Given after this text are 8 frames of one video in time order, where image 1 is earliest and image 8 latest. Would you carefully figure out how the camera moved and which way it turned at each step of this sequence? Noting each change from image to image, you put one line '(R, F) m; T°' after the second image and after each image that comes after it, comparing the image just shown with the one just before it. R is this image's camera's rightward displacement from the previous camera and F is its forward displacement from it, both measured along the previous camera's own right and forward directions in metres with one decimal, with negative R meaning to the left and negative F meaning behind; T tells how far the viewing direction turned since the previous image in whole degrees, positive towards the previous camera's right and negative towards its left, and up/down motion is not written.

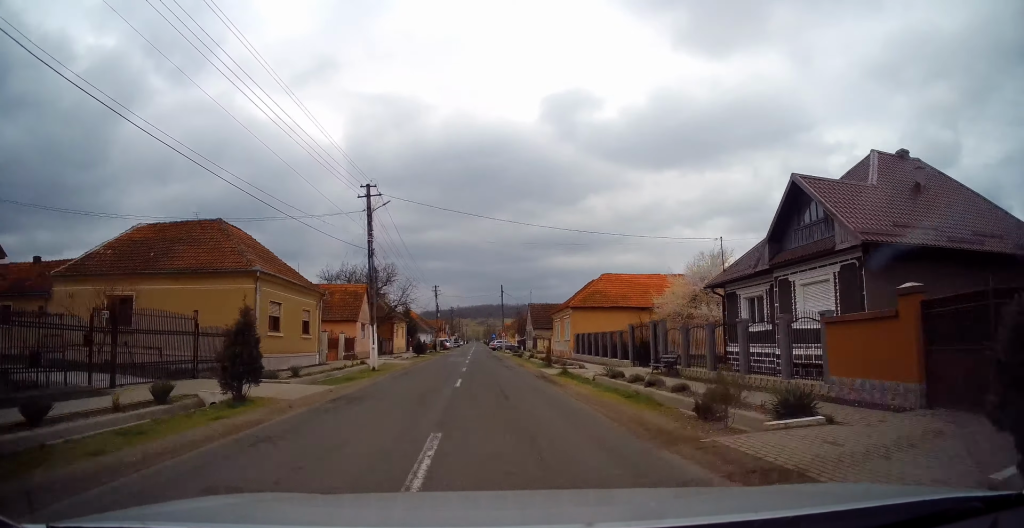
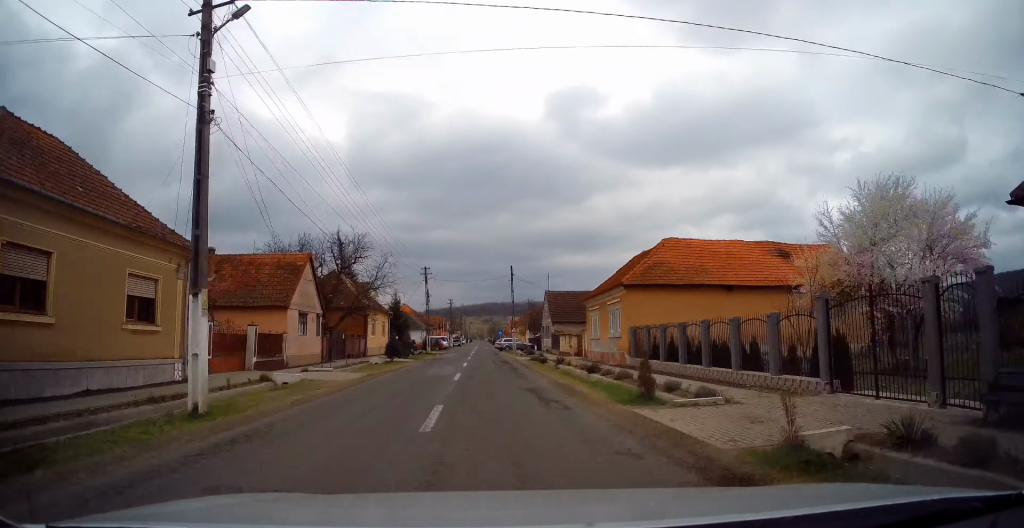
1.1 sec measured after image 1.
(-0.3, +15.2) m; -1°
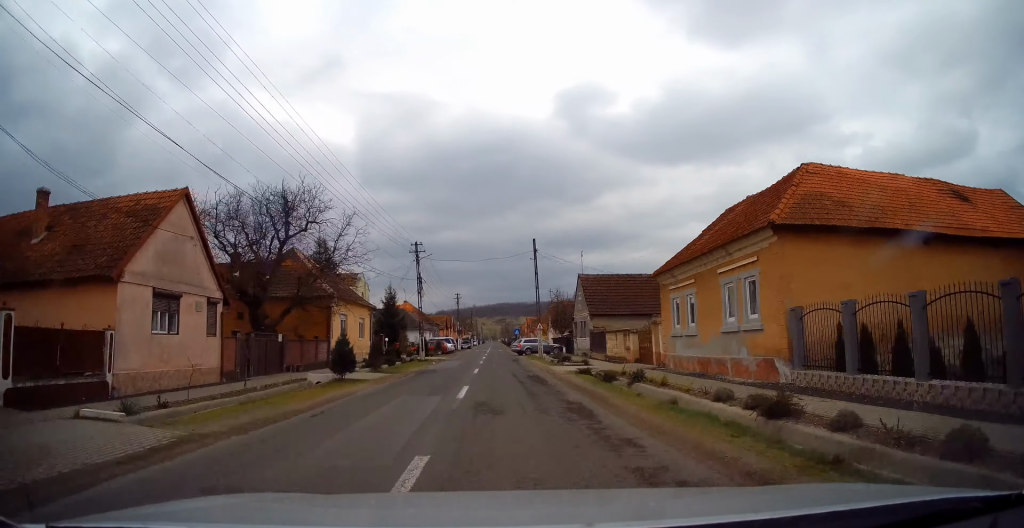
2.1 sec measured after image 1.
(0.0, +13.6) m; 0°
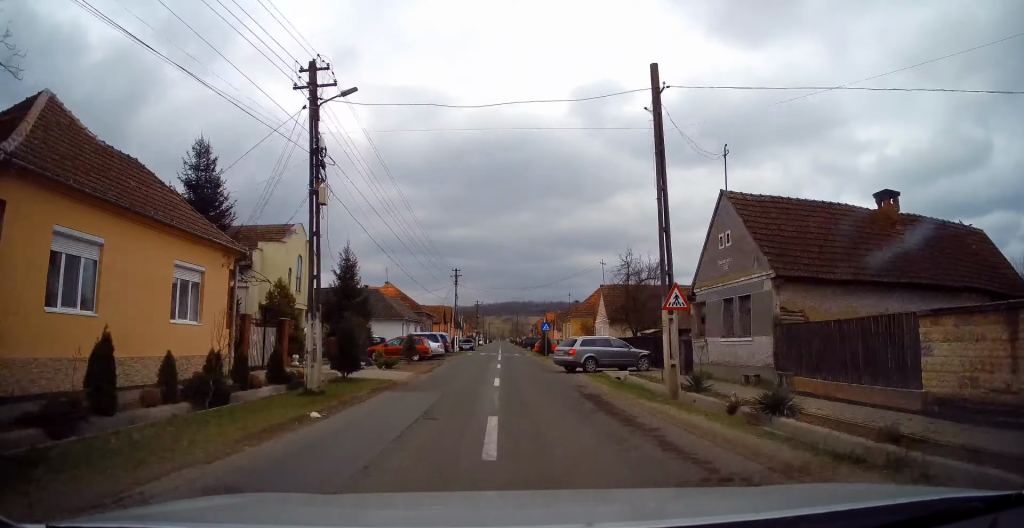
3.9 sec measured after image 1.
(-0.3, +24.3) m; -1°
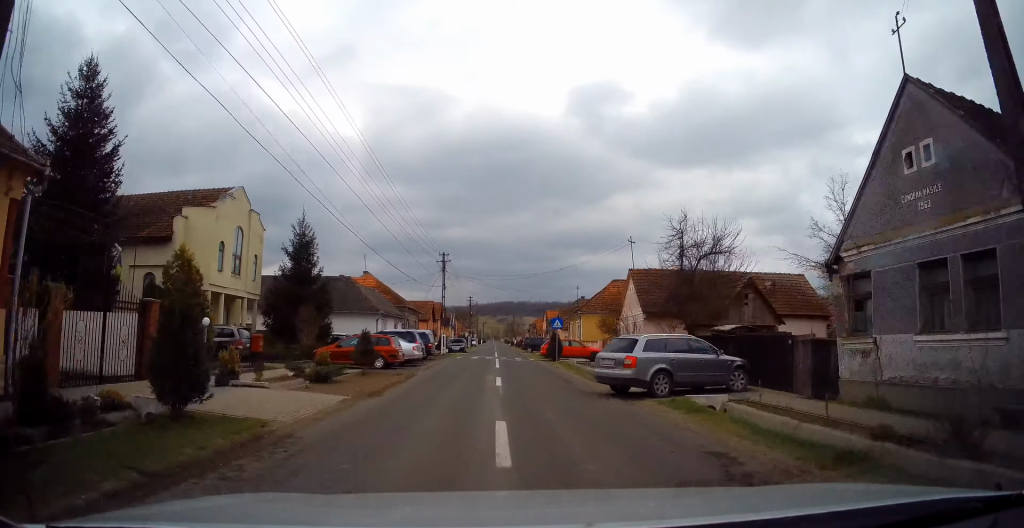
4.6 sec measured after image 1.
(-0.1, +9.5) m; +1°
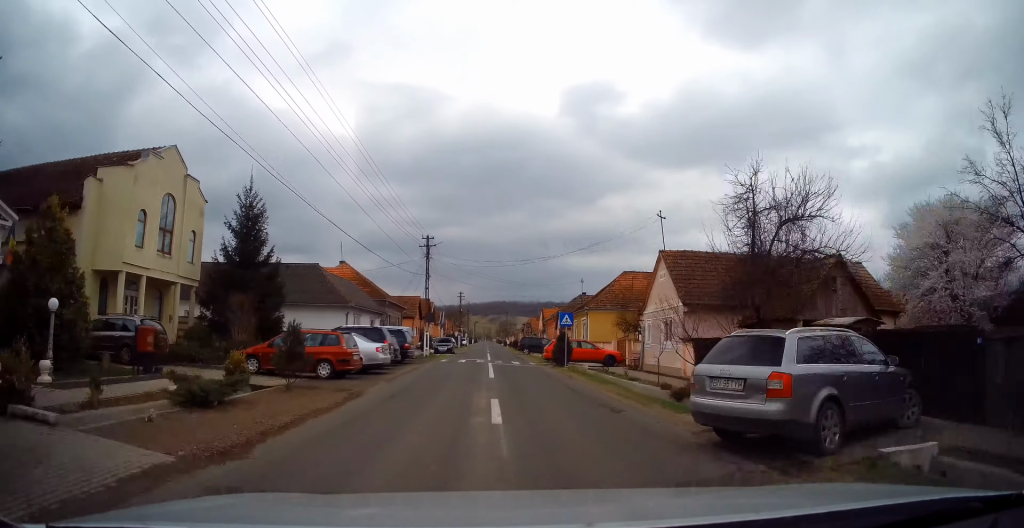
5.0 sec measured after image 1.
(+0.2, +6.9) m; +1°
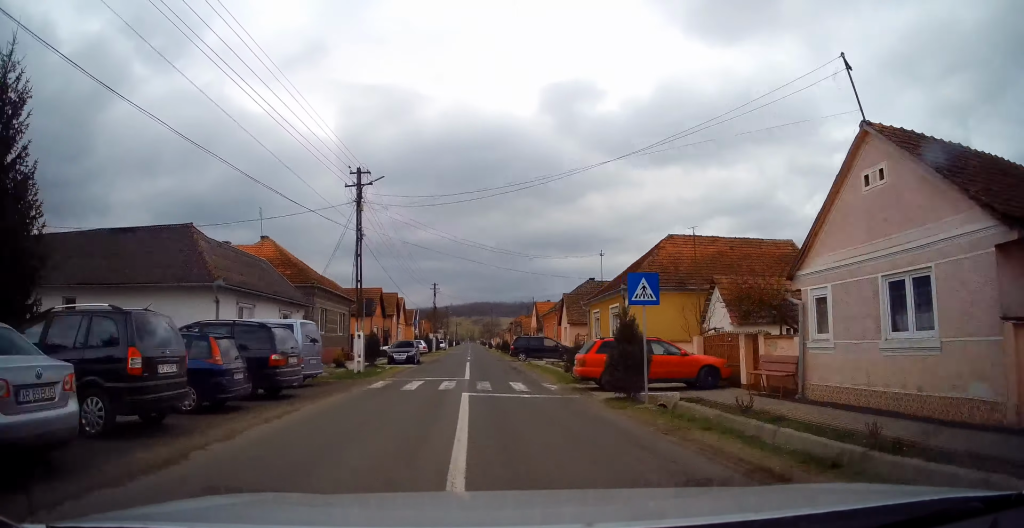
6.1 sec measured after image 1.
(+0.2, +15.6) m; +1°
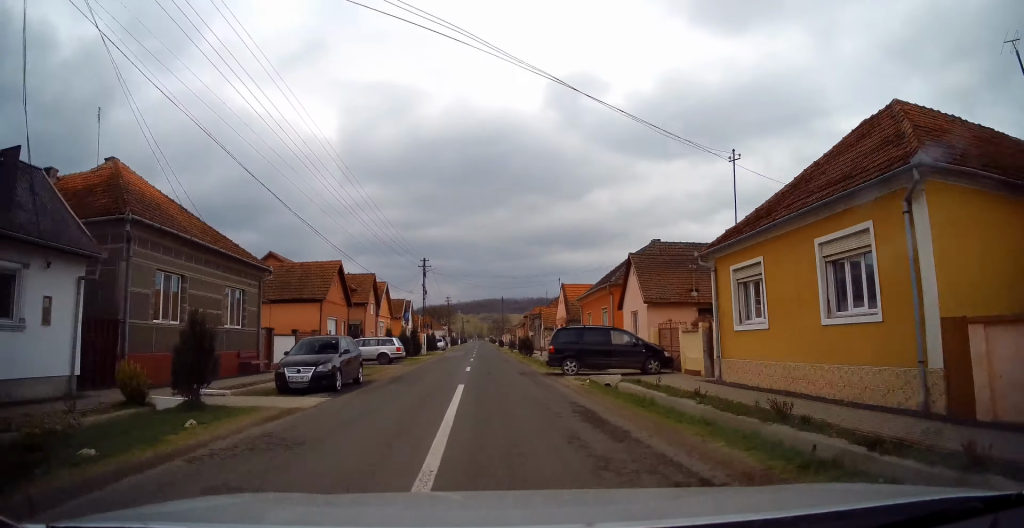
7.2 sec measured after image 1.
(0.0, +18.3) m; -1°
